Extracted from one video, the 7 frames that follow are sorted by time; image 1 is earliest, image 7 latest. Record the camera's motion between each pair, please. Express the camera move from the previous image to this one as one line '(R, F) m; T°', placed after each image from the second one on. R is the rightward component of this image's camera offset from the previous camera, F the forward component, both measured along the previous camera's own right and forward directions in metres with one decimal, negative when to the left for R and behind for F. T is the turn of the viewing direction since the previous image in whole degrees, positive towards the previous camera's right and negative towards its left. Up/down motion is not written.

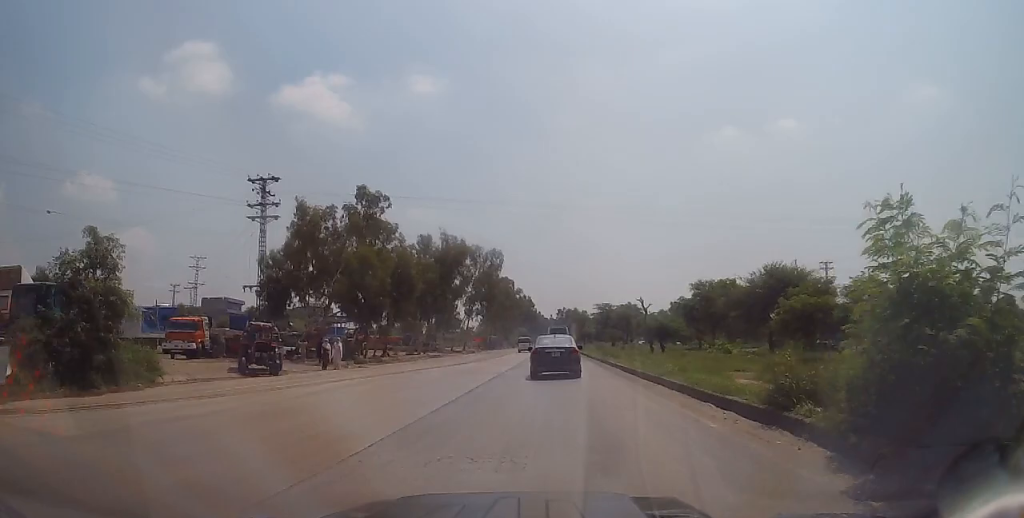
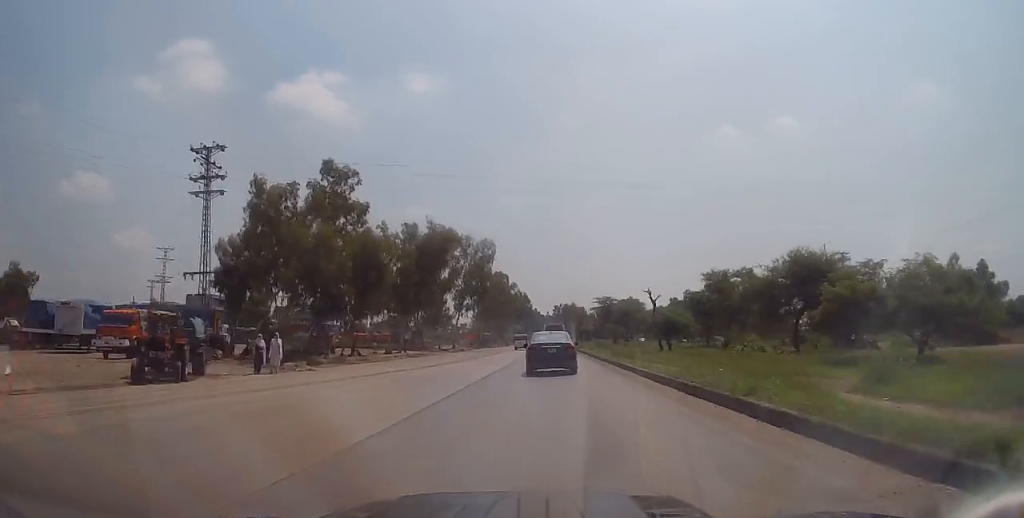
(0.0, +7.0) m; 0°
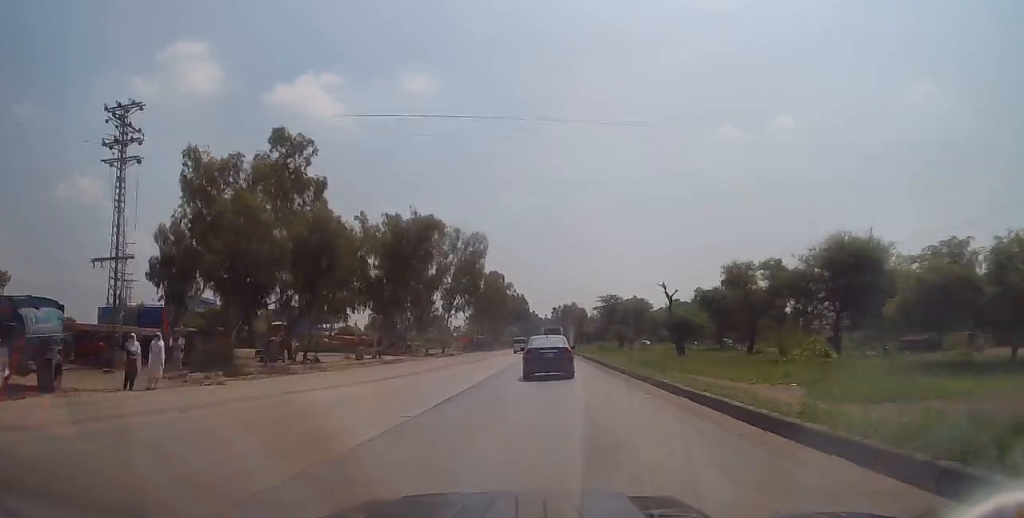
(+0.1, +8.0) m; -1°
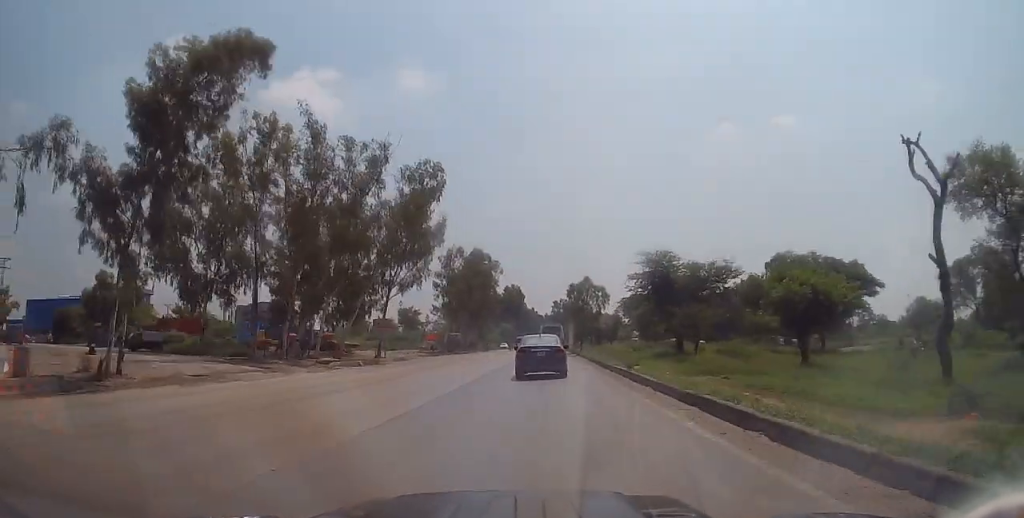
(-0.4, +32.5) m; 0°
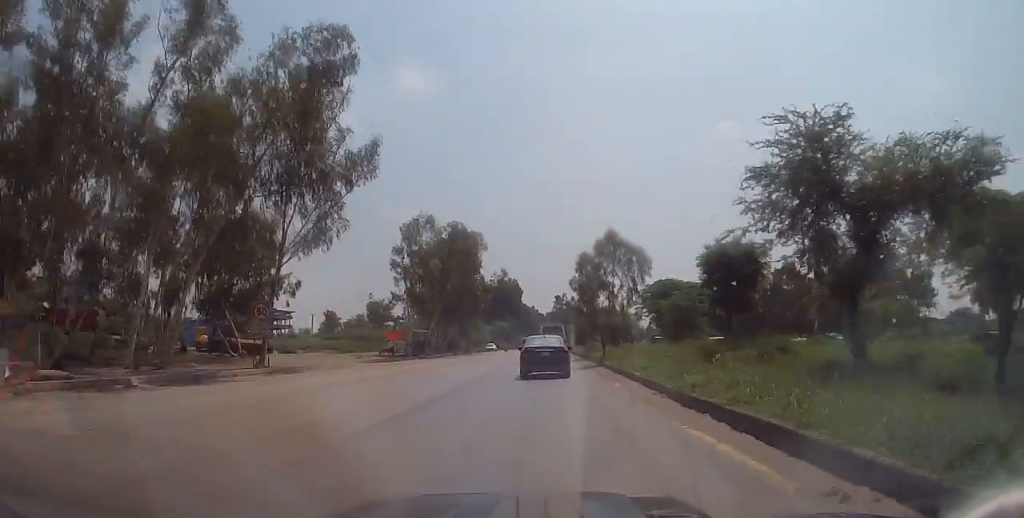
(+0.3, +23.0) m; 0°
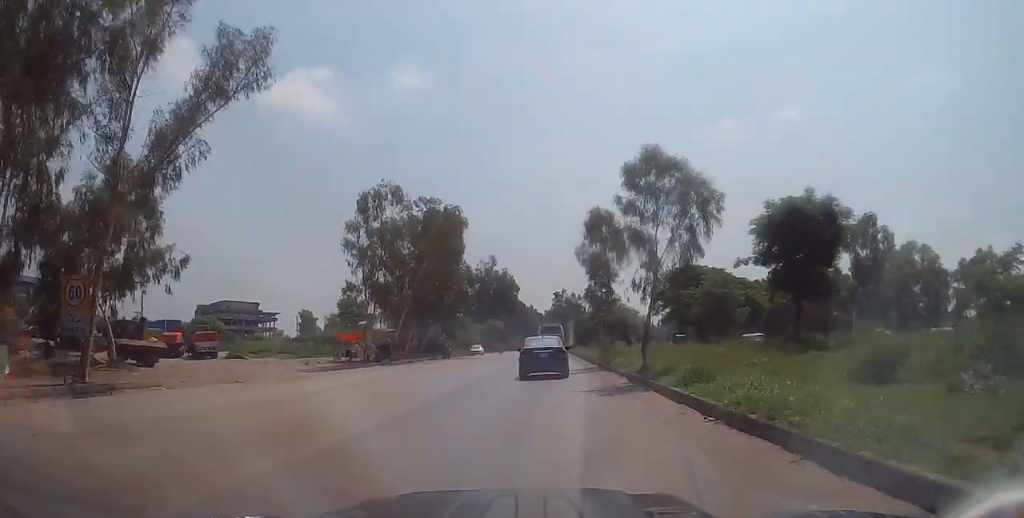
(-0.1, +13.9) m; -2°
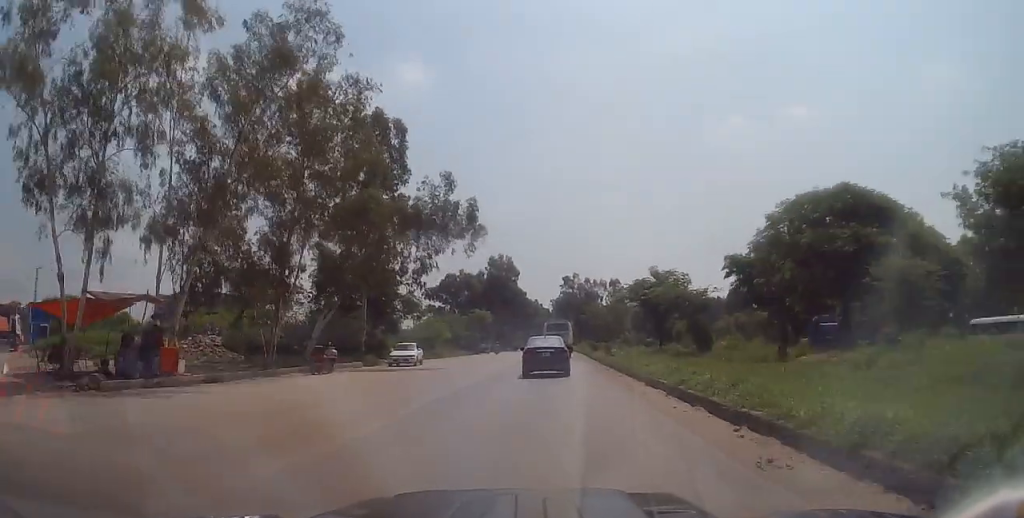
(-0.1, +34.2) m; 0°
